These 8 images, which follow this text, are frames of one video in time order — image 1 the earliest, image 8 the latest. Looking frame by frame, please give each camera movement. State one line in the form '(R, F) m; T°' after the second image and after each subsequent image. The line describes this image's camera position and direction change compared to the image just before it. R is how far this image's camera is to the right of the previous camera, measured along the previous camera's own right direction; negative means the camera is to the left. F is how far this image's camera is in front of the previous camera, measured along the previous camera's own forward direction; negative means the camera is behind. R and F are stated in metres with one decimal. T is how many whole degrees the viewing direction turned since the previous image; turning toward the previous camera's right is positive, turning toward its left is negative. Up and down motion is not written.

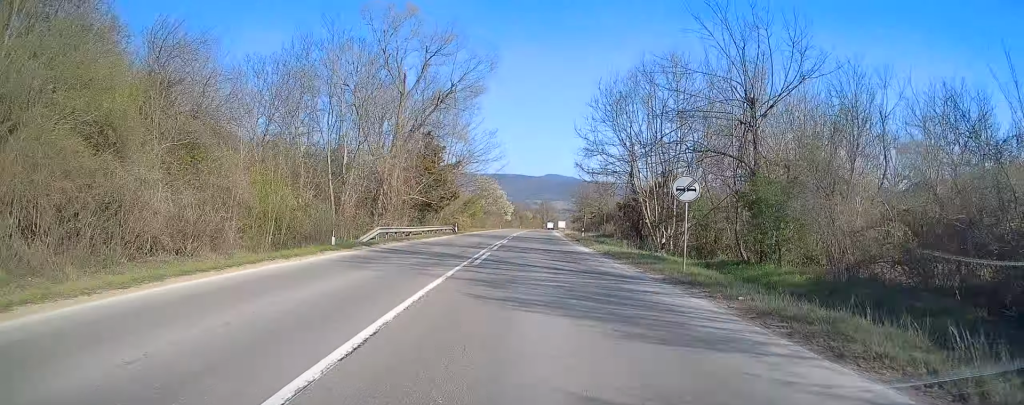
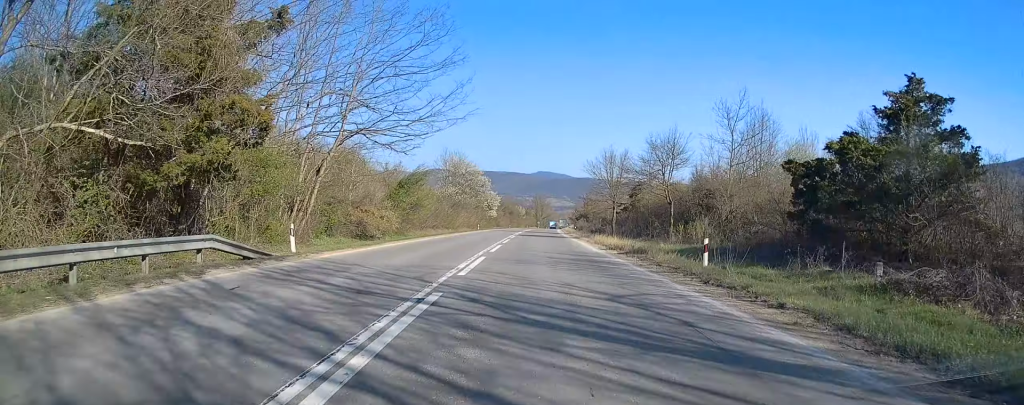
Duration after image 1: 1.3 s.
(+0.6, +39.8) m; +1°
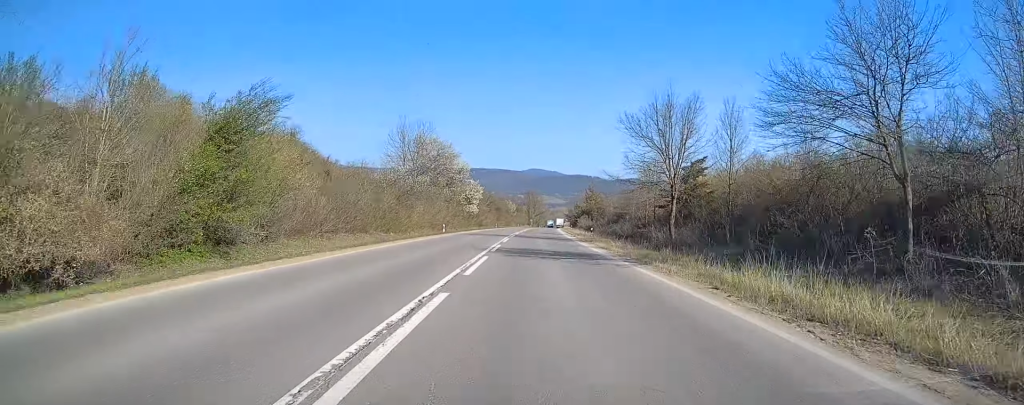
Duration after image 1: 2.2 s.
(+0.1, +26.7) m; +1°
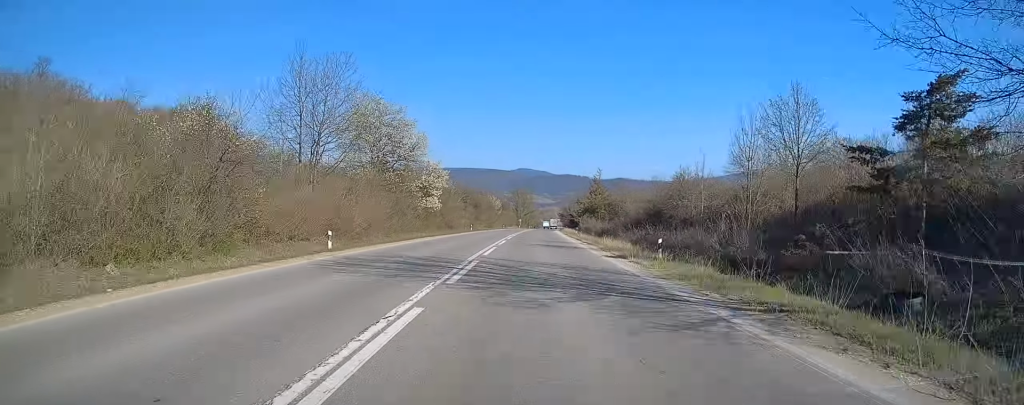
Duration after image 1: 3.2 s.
(+0.2, +28.6) m; +1°
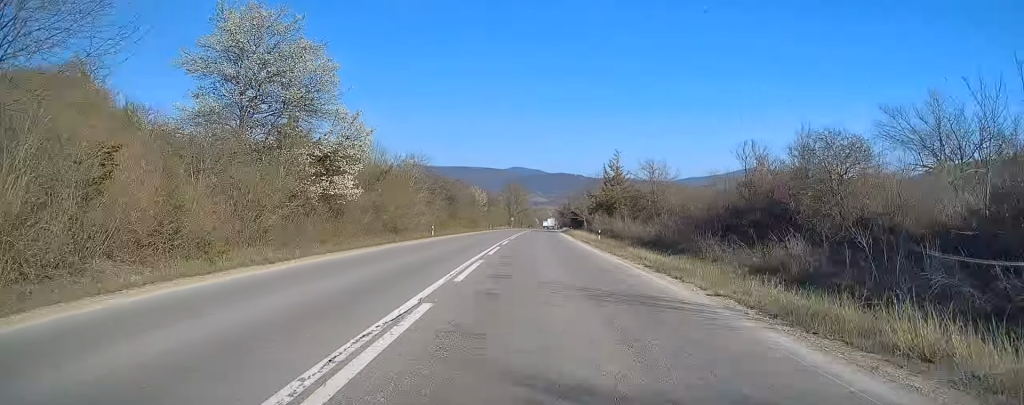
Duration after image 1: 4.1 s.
(+0.2, +26.5) m; +1°
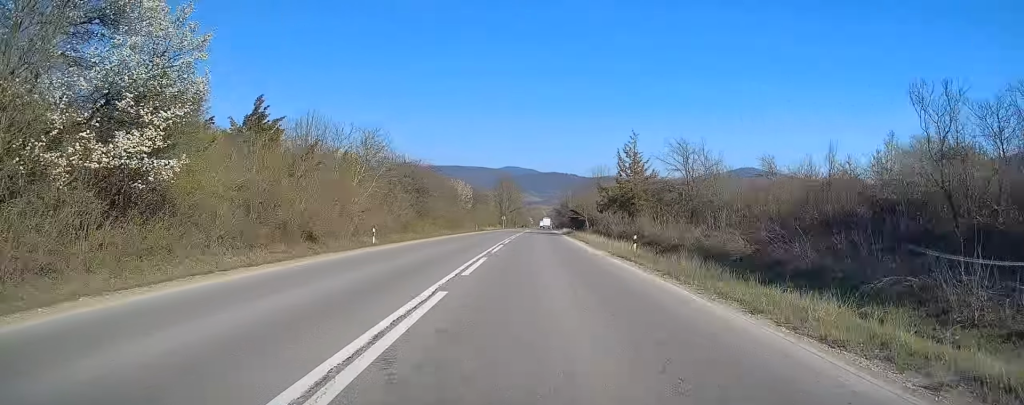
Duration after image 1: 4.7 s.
(0.0, +16.7) m; 0°
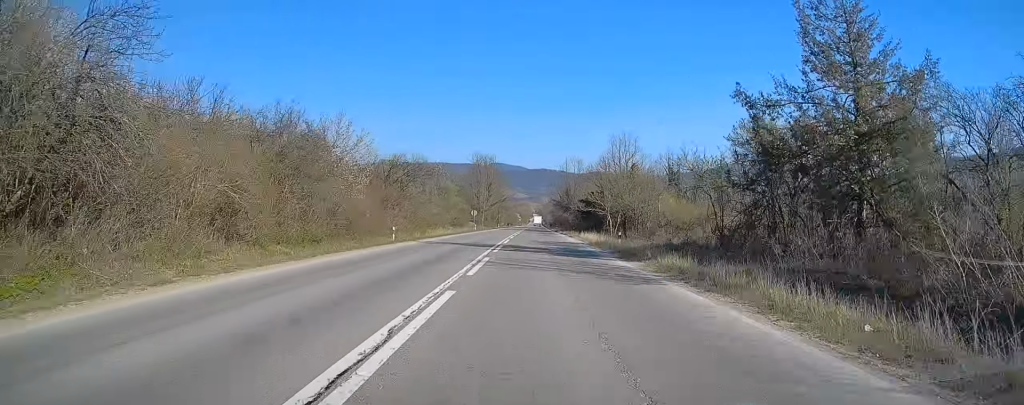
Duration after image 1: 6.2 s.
(+0.5, +44.8) m; +2°
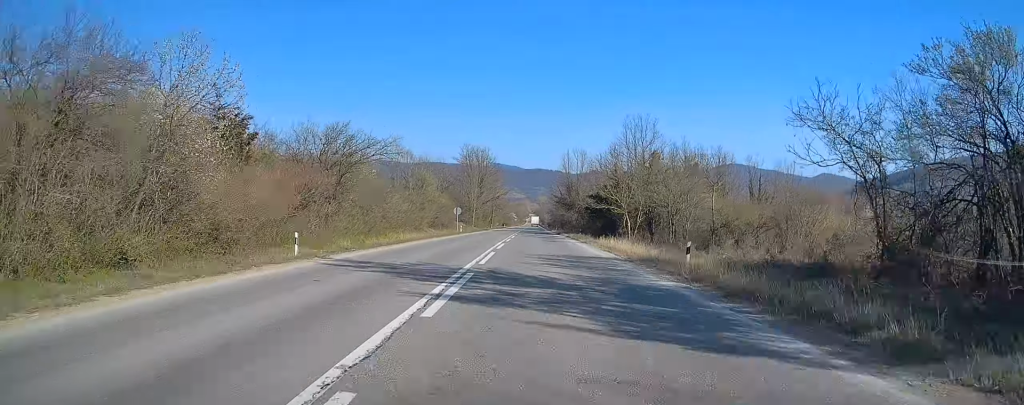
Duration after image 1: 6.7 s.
(+0.1, +14.6) m; 0°
